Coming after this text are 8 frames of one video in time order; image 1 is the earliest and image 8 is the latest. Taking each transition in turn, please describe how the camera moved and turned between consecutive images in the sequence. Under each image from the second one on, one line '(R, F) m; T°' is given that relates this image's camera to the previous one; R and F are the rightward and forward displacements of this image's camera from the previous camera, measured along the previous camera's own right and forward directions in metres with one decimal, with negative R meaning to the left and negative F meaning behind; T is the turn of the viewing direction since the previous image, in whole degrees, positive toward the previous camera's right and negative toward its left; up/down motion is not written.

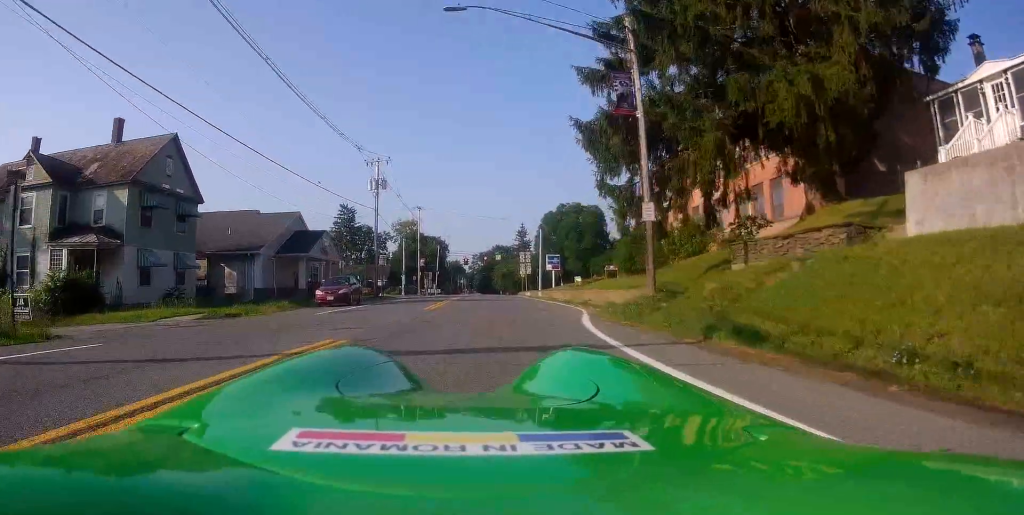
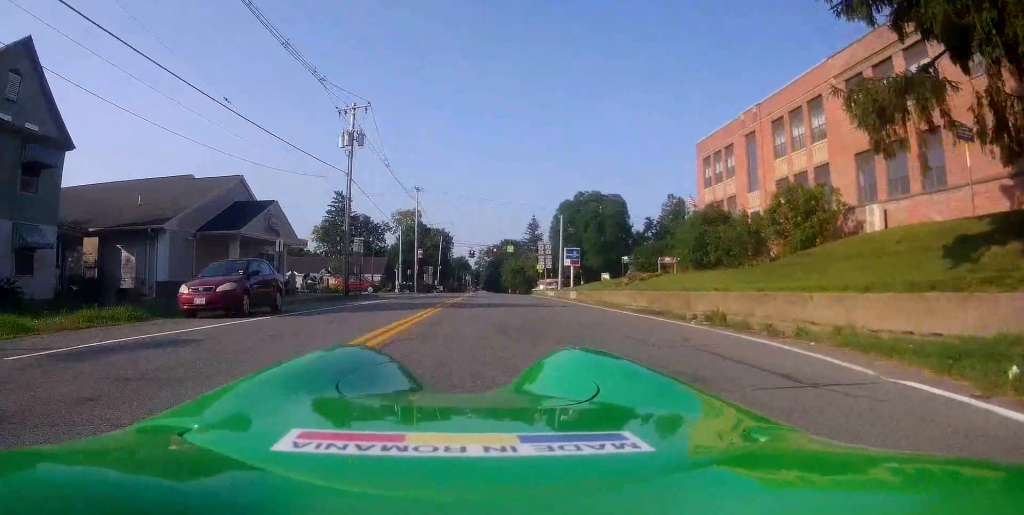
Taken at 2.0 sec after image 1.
(-0.5, +14.3) m; -4°
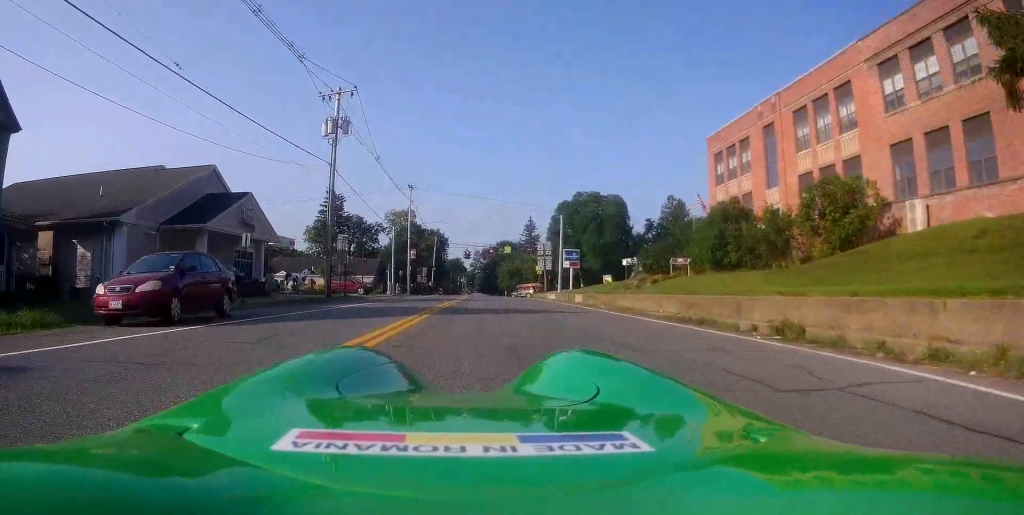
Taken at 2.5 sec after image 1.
(0.0, +3.5) m; 0°
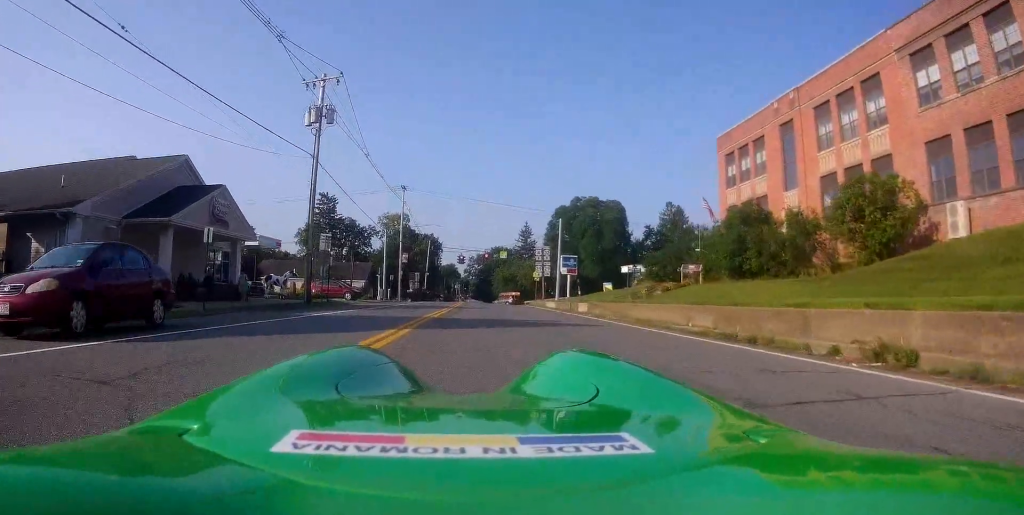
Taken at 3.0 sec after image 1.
(0.0, +2.9) m; +1°
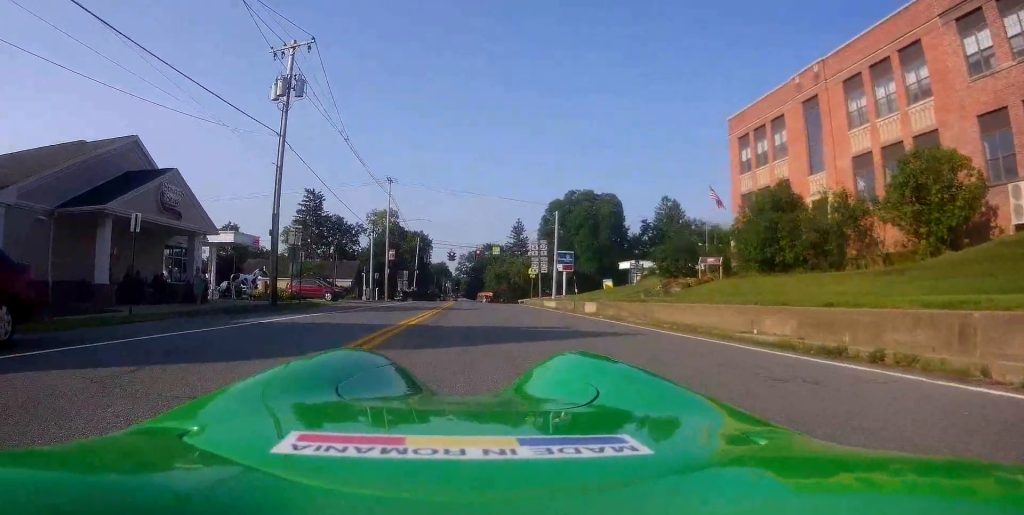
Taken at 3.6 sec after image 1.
(-0.1, +4.4) m; +2°
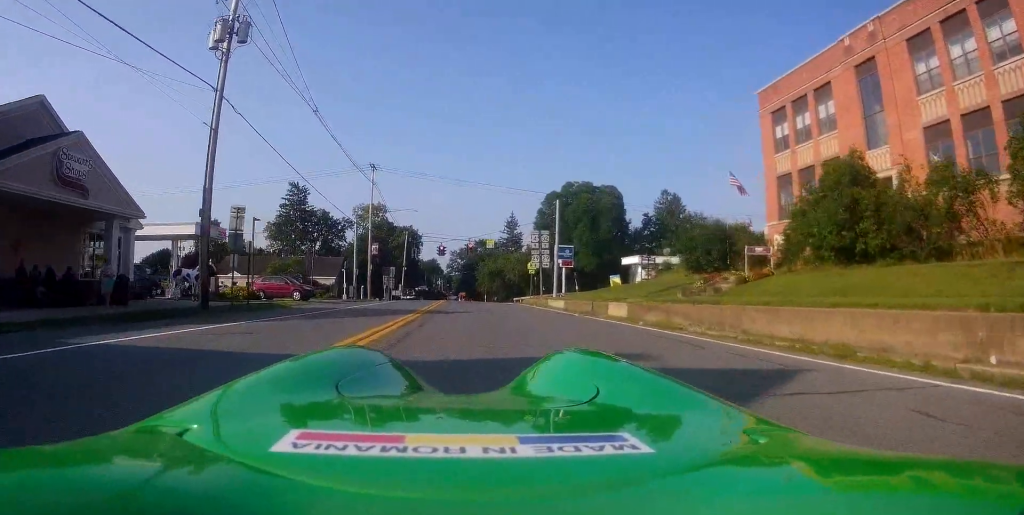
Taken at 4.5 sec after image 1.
(+0.3, +6.4) m; +3°
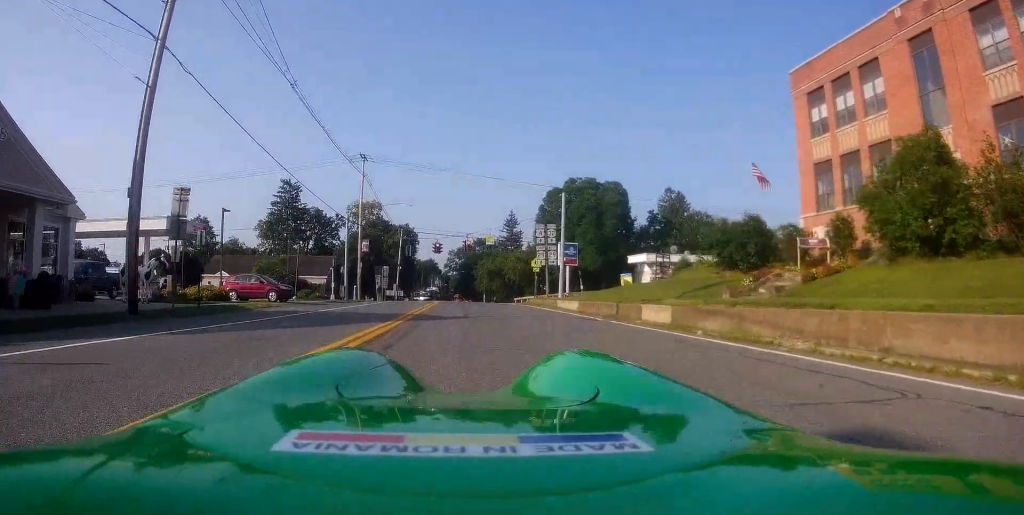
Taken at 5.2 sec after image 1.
(0.0, +4.6) m; -1°
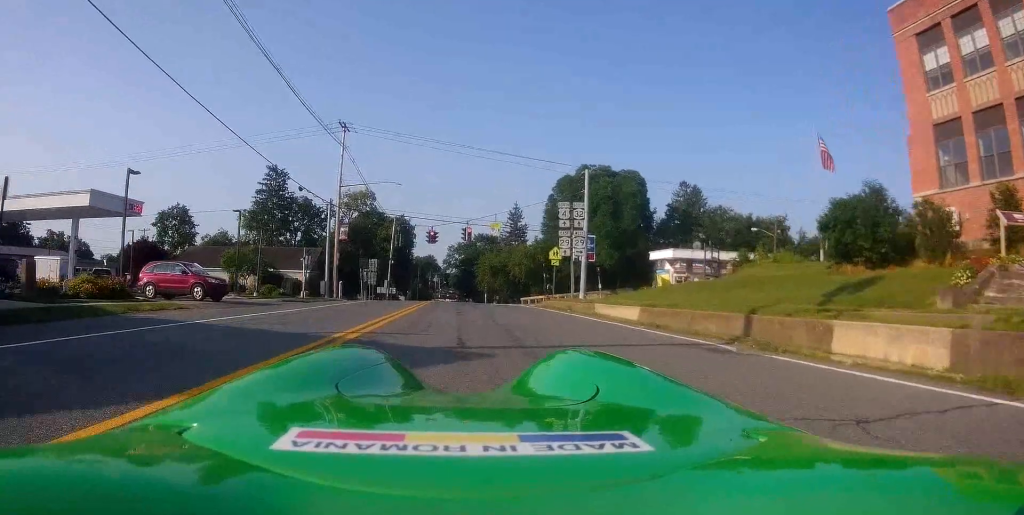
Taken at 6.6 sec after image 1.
(-0.2, +9.7) m; -1°
